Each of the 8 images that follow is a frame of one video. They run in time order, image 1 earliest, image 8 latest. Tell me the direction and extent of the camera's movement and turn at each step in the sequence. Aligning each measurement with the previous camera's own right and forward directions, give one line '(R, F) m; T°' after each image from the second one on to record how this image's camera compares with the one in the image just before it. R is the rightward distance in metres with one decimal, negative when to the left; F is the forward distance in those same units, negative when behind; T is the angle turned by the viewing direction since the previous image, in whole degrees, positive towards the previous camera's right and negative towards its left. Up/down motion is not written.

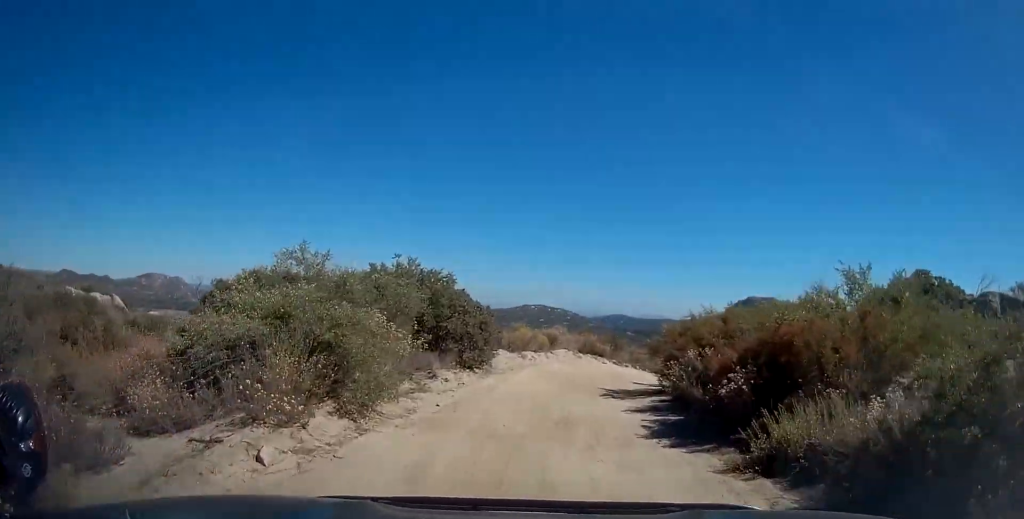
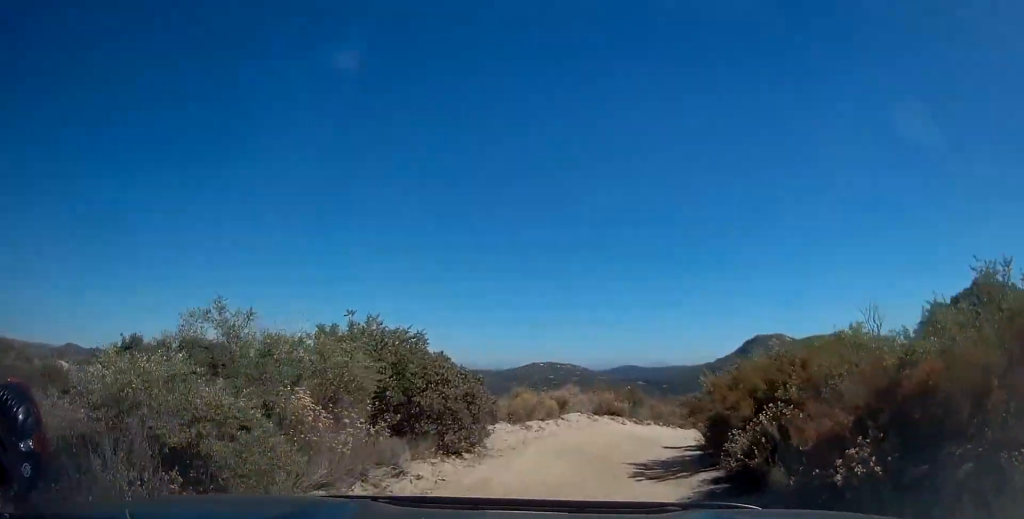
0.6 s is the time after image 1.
(-0.1, +3.7) m; -2°
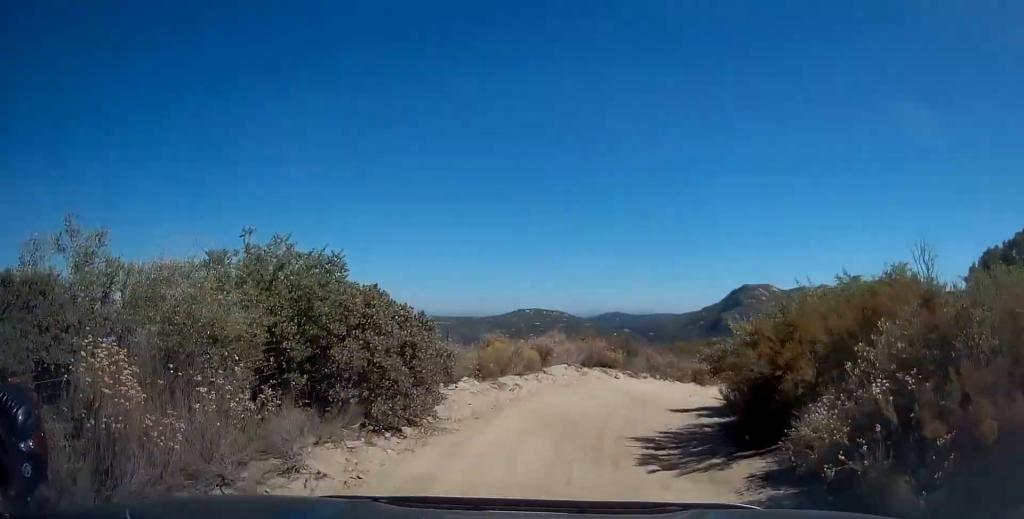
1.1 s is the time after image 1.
(0.0, +3.2) m; -1°
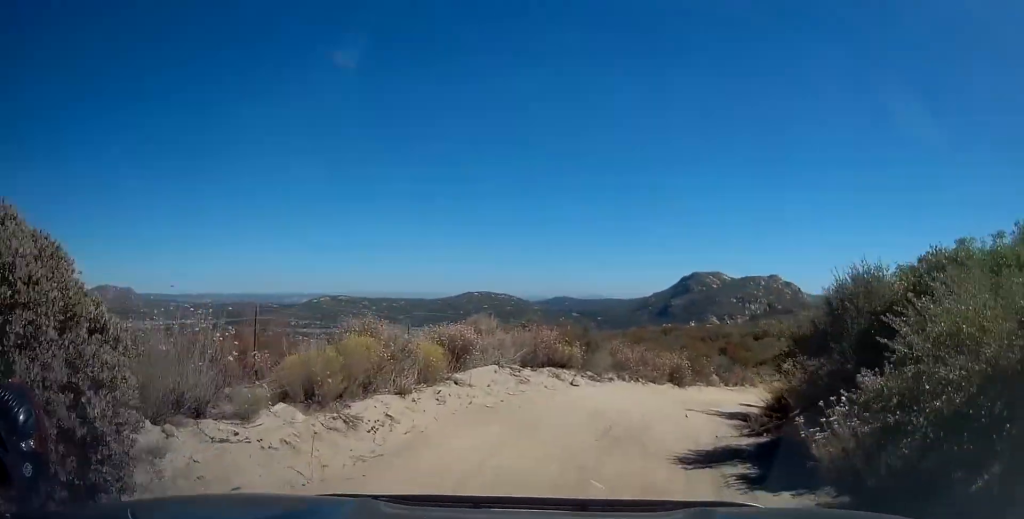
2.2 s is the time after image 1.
(0.0, +6.4) m; +3°
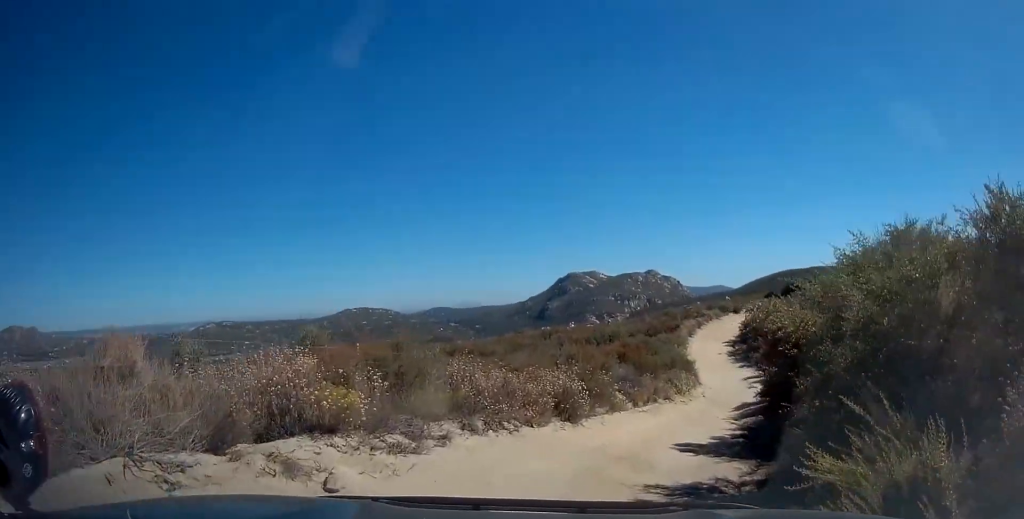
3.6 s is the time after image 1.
(+0.7, +8.0) m; +10°
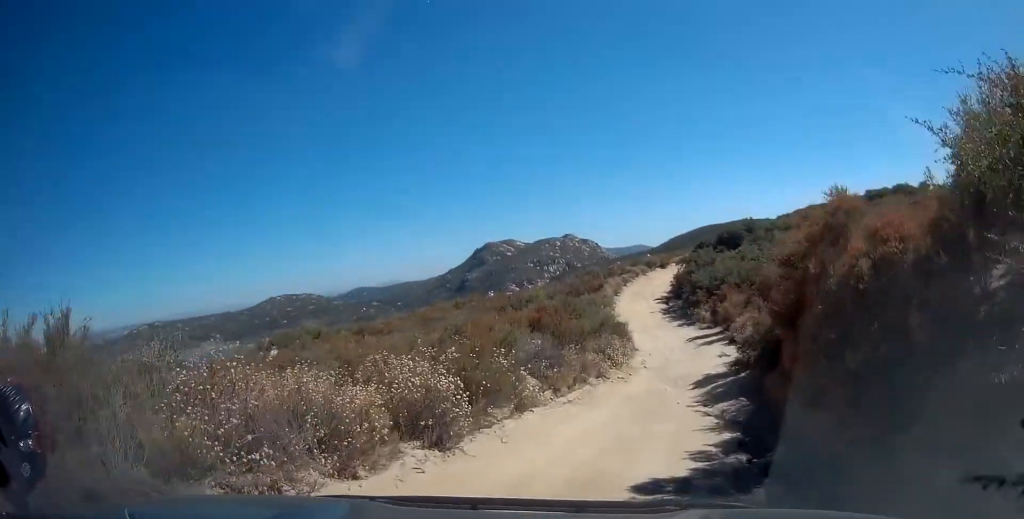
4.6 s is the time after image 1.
(+0.2, +6.1) m; +9°
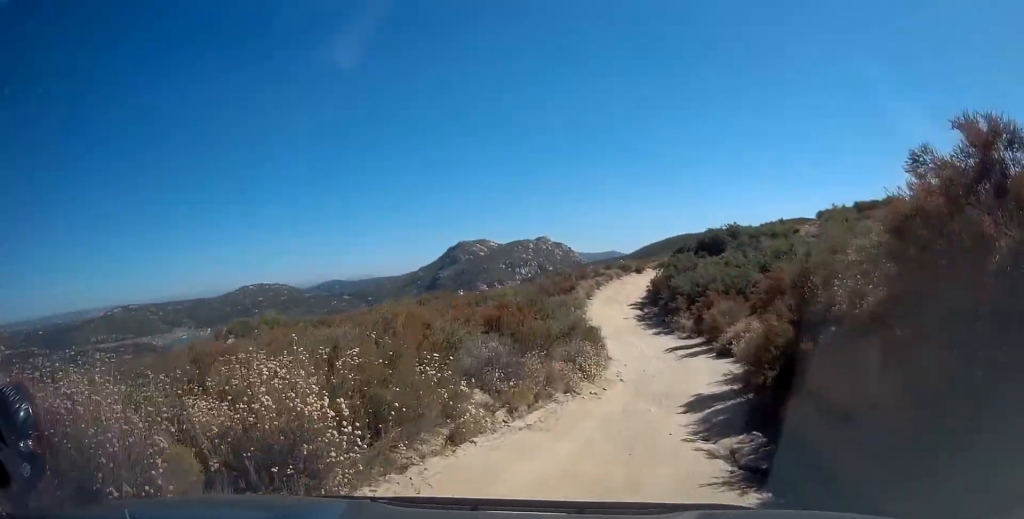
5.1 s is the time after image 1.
(+0.3, +3.1) m; +4°
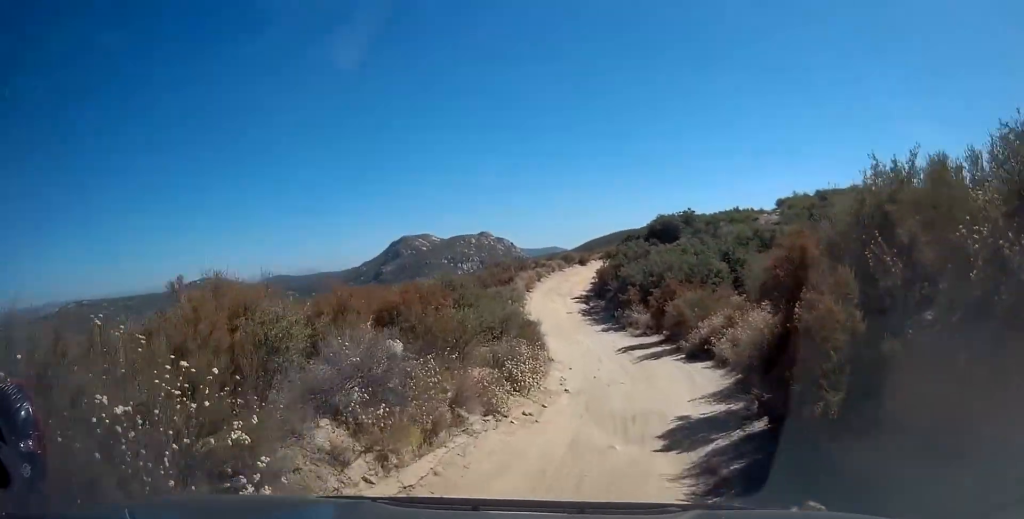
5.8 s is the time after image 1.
(+0.3, +4.3) m; +4°
